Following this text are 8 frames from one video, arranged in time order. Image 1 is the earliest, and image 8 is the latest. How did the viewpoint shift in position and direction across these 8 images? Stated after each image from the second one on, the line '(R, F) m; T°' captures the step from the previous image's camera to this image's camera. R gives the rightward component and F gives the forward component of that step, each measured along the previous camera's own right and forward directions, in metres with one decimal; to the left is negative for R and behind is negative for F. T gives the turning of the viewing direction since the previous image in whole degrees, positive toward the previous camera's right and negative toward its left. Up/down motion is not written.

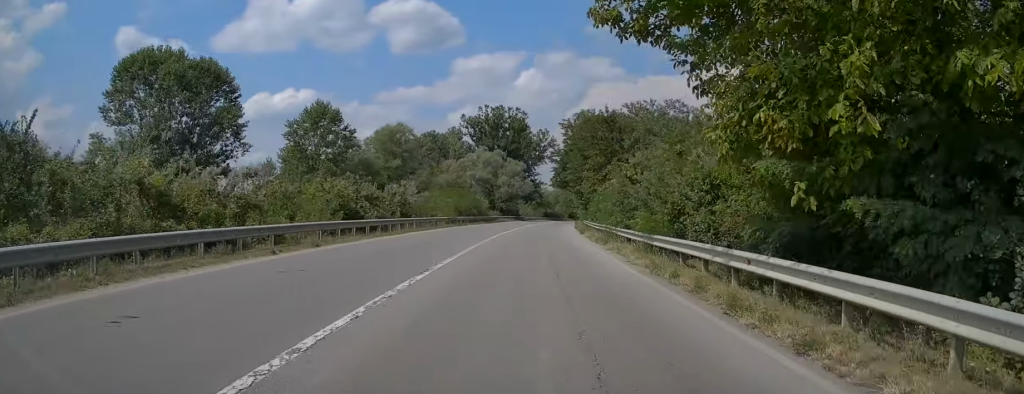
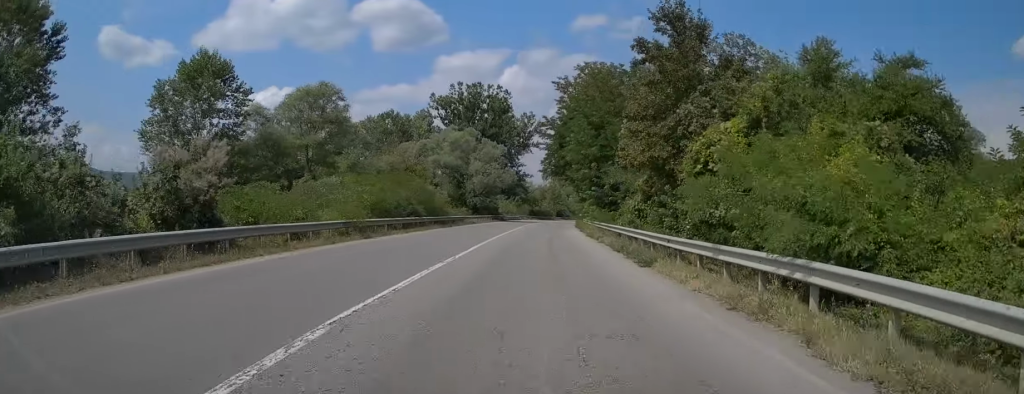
(+0.4, +24.8) m; +1°
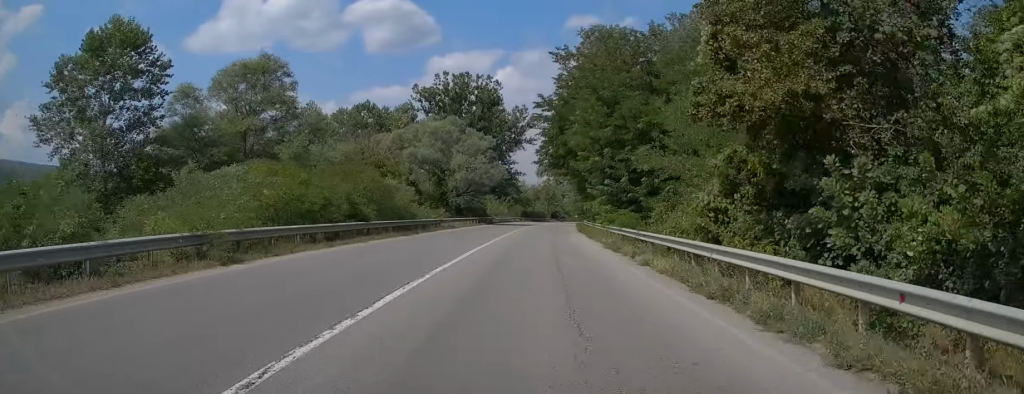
(-0.1, +11.2) m; +1°
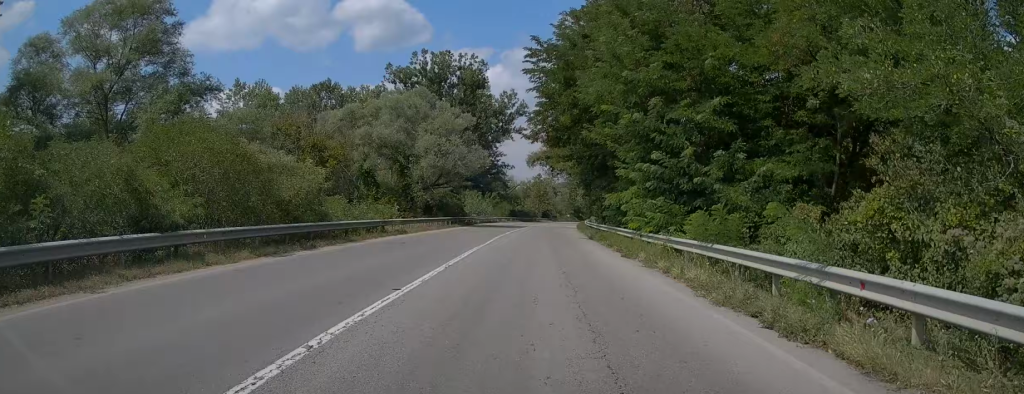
(+0.2, +15.0) m; +1°
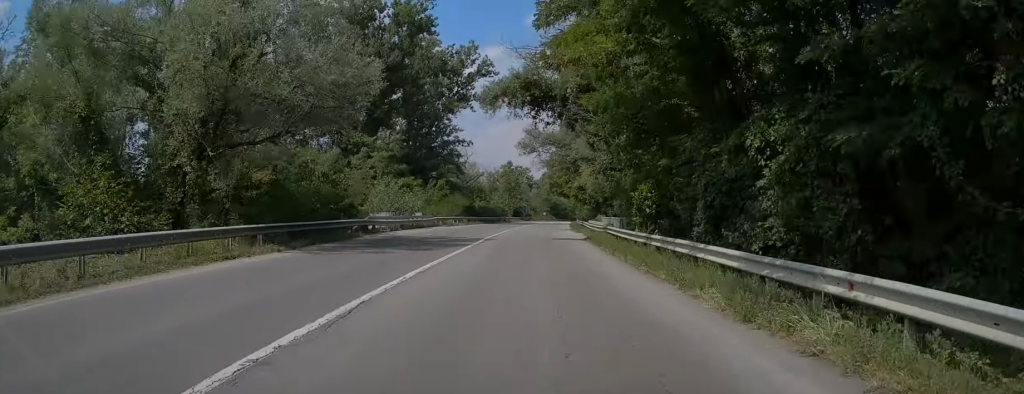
(+0.4, +32.1) m; +2°
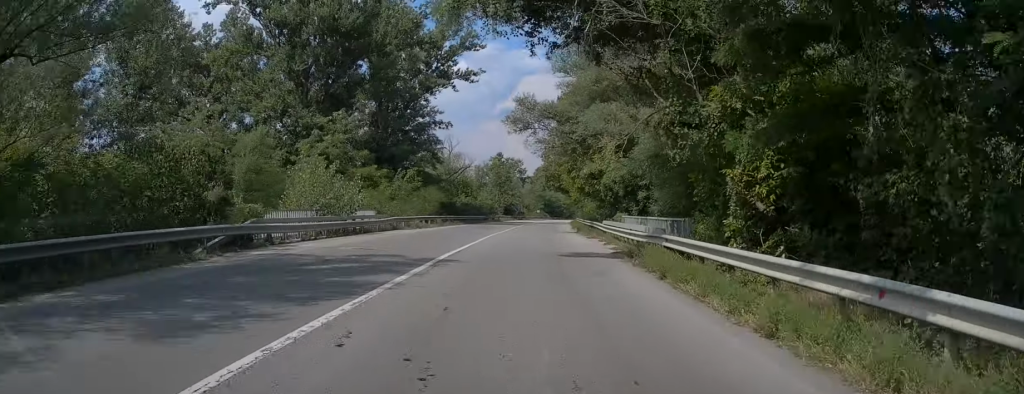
(+0.2, +12.8) m; +1°
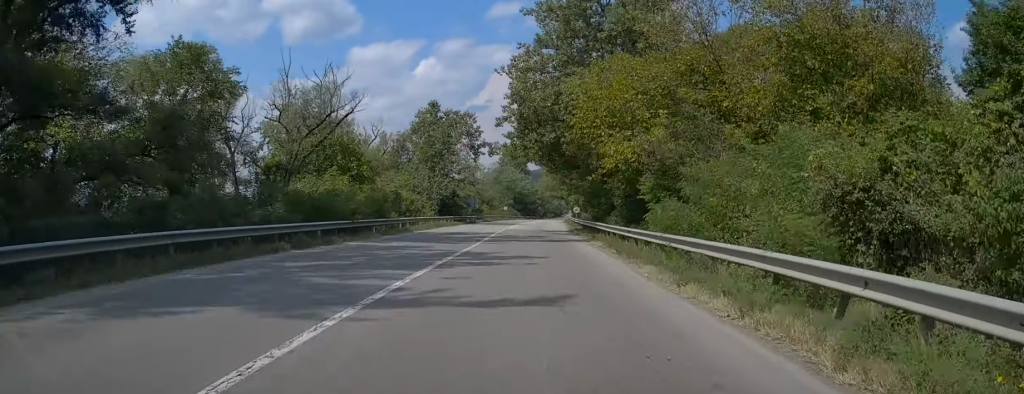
(+1.1, +50.2) m; +2°
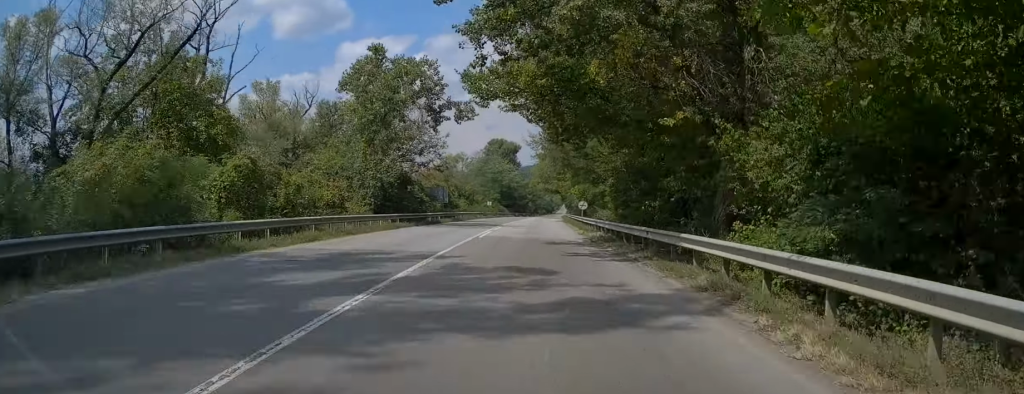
(+0.1, +20.2) m; +1°
